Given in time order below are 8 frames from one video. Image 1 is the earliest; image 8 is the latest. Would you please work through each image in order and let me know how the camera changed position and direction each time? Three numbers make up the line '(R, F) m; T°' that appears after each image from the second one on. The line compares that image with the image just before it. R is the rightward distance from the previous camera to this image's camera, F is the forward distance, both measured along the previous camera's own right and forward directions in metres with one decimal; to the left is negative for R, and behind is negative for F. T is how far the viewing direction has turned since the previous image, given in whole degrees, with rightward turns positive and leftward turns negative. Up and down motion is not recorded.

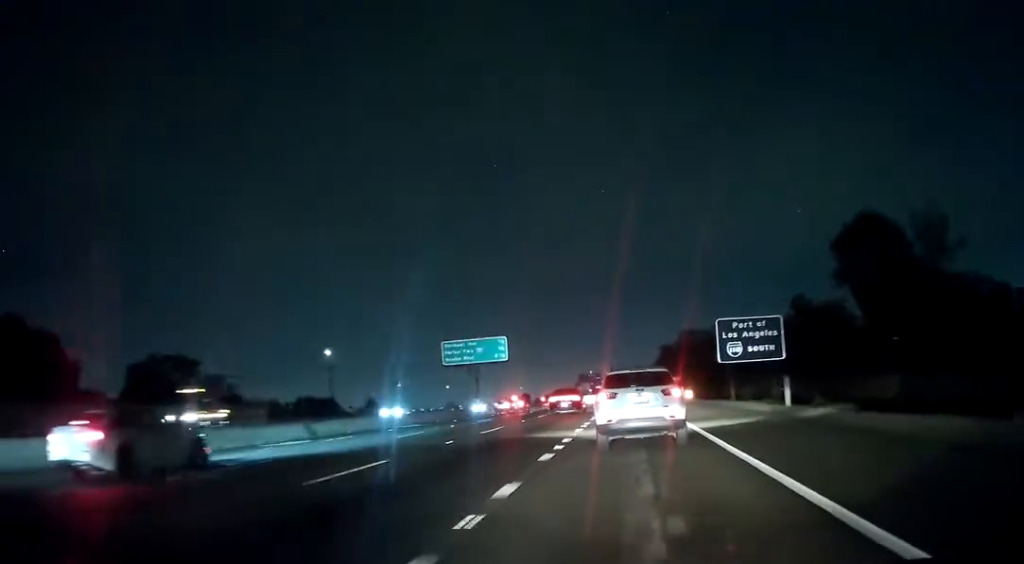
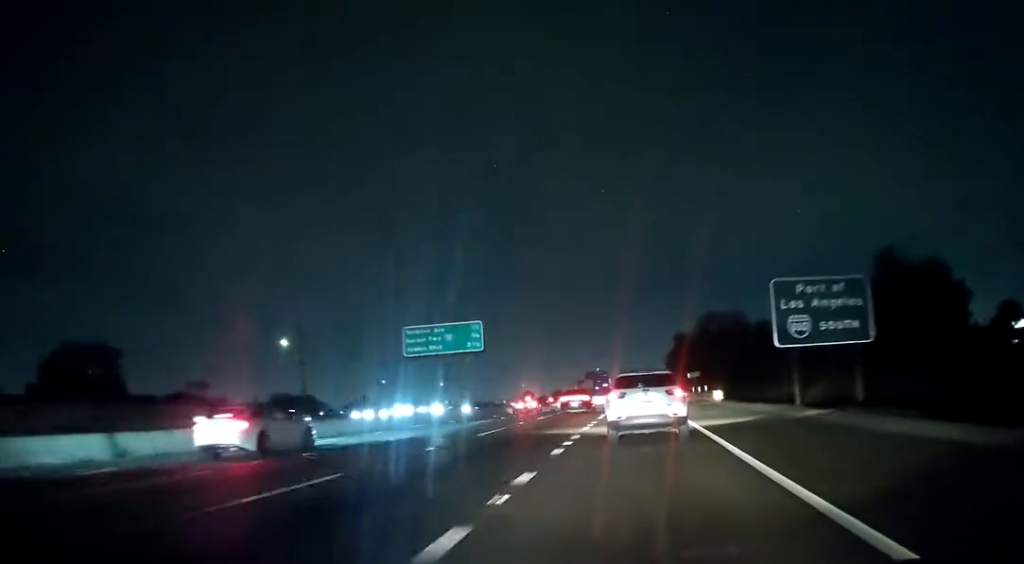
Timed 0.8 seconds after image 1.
(-0.1, +17.4) m; 0°
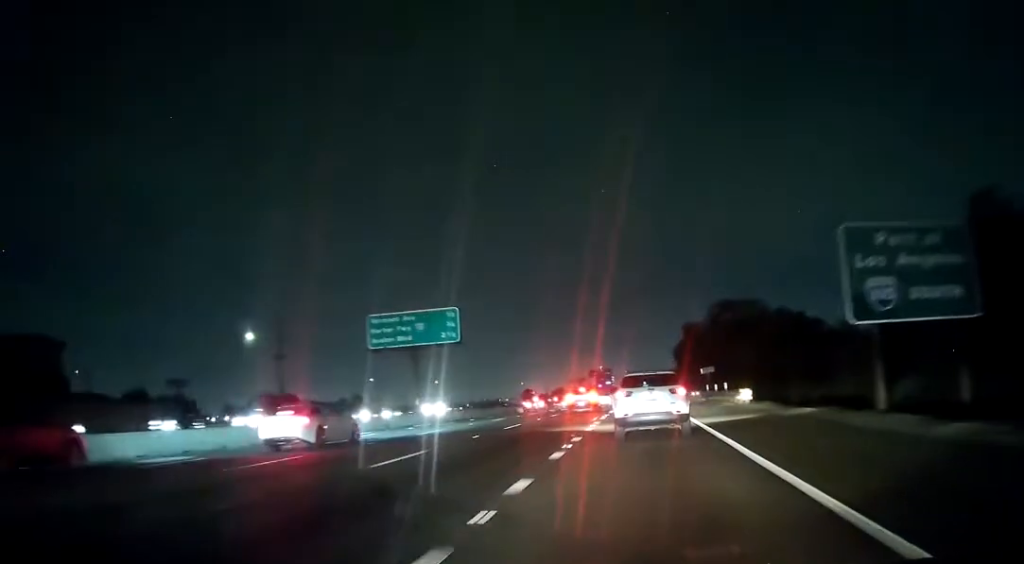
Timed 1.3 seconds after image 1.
(0.0, +9.9) m; 0°
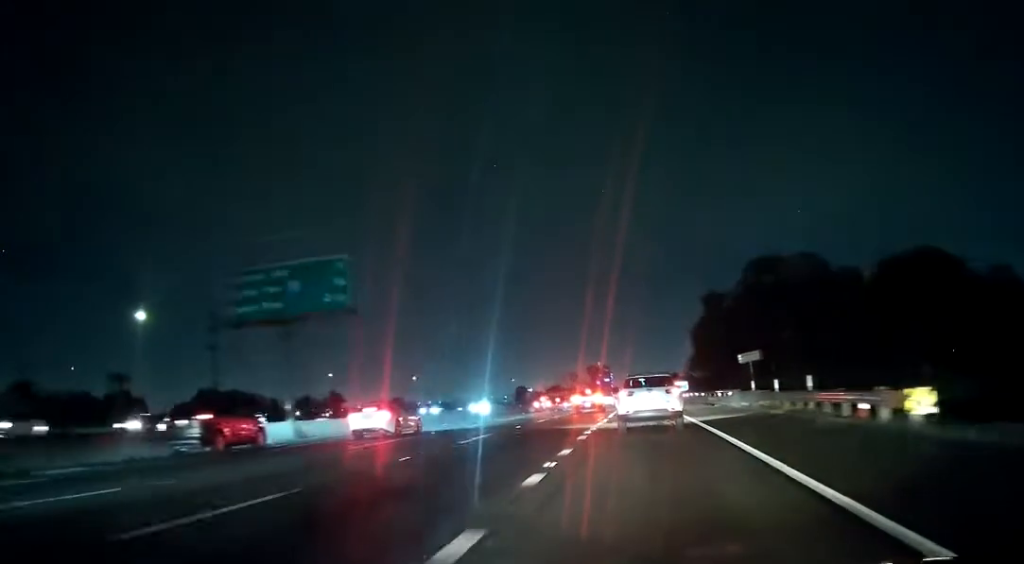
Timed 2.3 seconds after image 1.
(0.0, +22.2) m; 0°
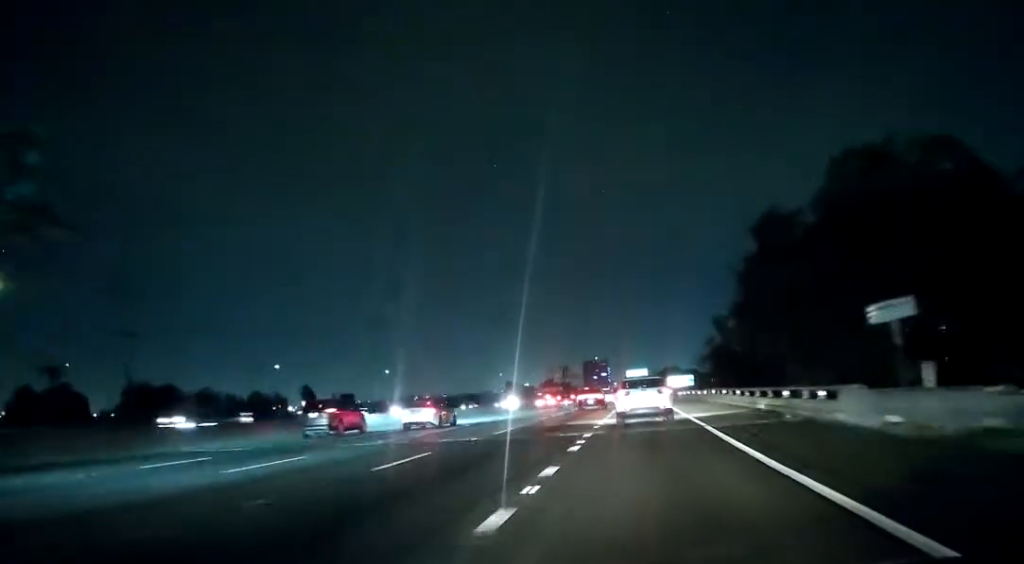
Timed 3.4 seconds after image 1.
(0.0, +21.6) m; 0°
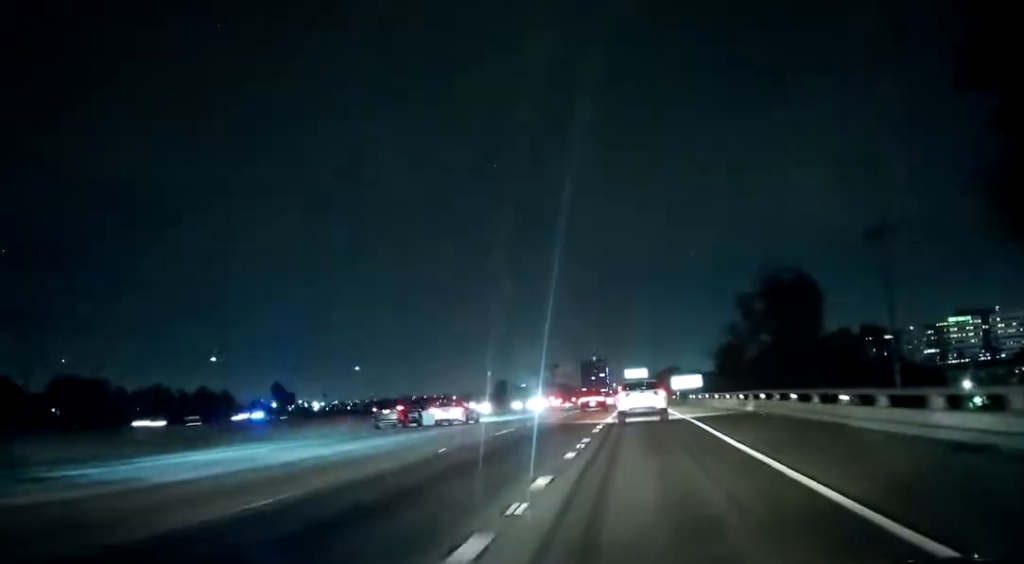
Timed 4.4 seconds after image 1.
(-0.1, +20.2) m; 0°
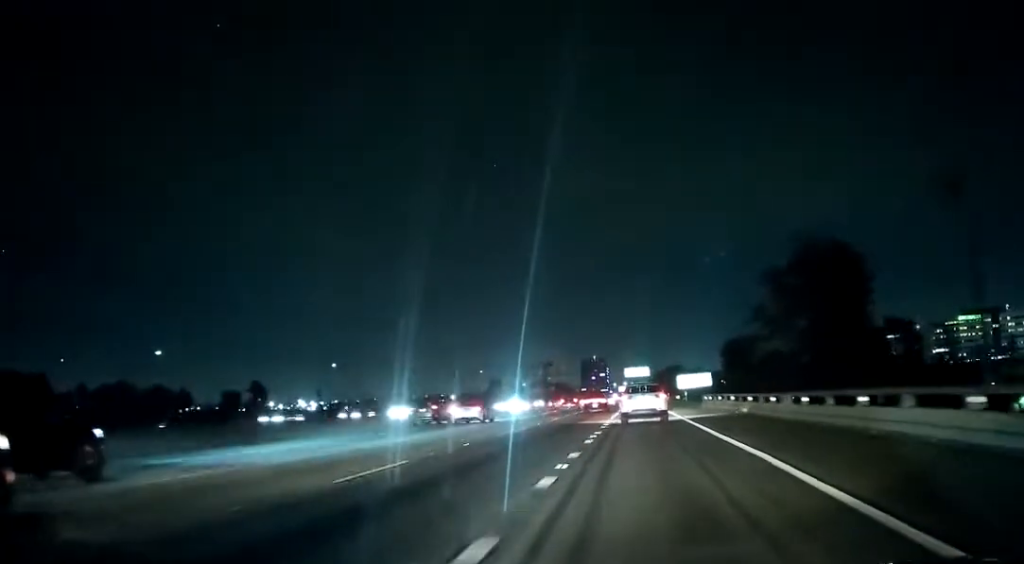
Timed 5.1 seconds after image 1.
(0.0, +14.2) m; 0°
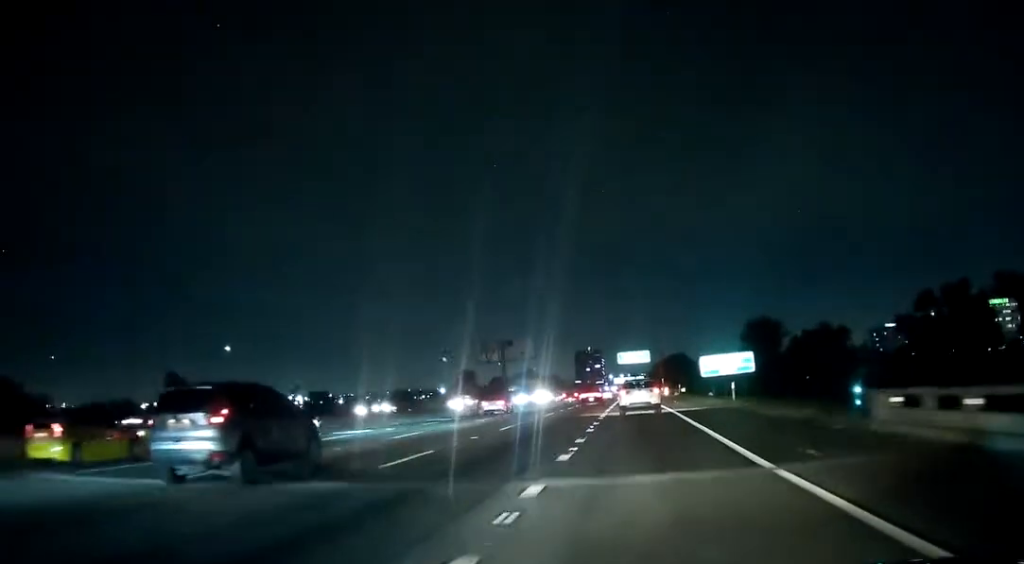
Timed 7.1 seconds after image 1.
(+0.2, +41.7) m; 0°
